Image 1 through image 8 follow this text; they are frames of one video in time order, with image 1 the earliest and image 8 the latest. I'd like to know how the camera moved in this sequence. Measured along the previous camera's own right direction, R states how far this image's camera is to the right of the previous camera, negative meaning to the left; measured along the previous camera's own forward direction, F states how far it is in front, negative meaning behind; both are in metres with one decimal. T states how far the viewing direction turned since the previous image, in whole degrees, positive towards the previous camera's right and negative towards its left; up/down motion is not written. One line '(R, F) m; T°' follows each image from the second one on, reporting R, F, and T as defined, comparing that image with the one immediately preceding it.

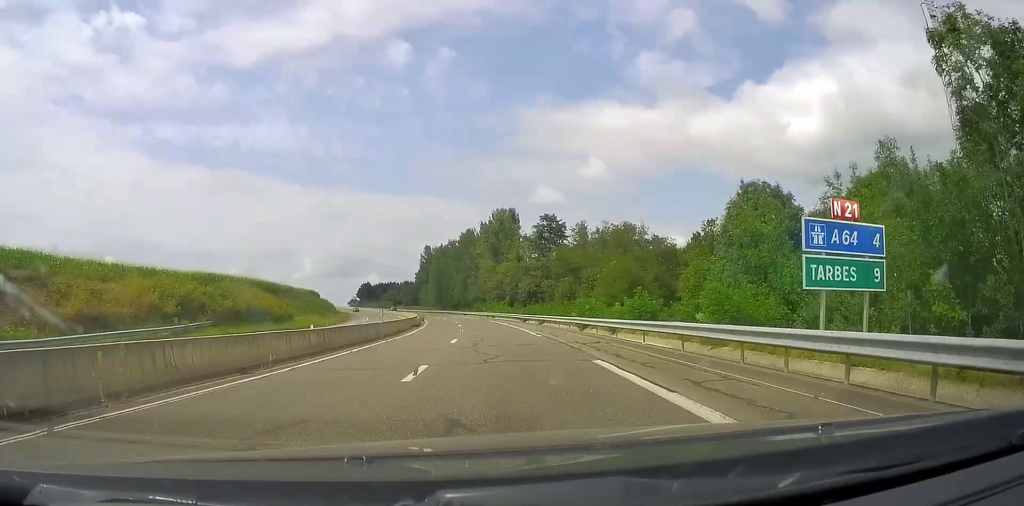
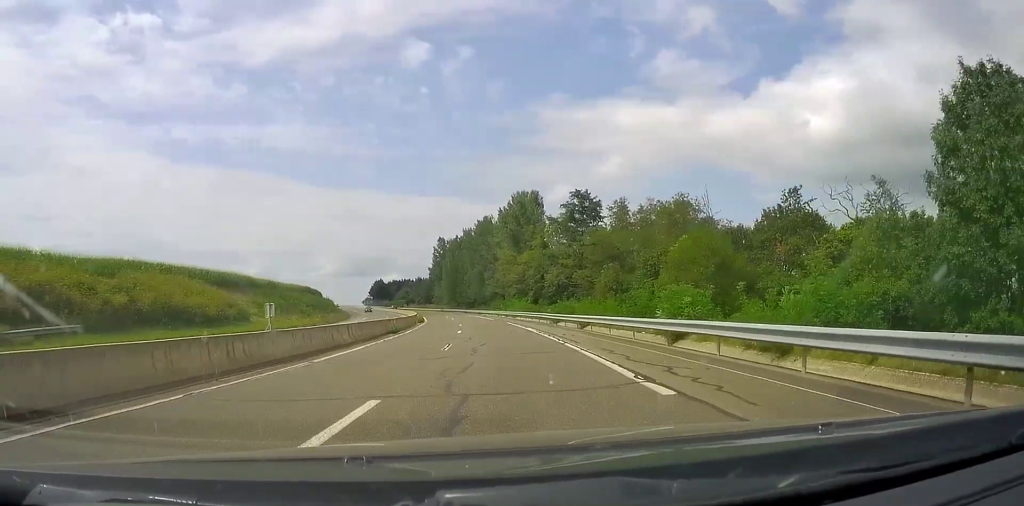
(0.0, +18.0) m; -1°
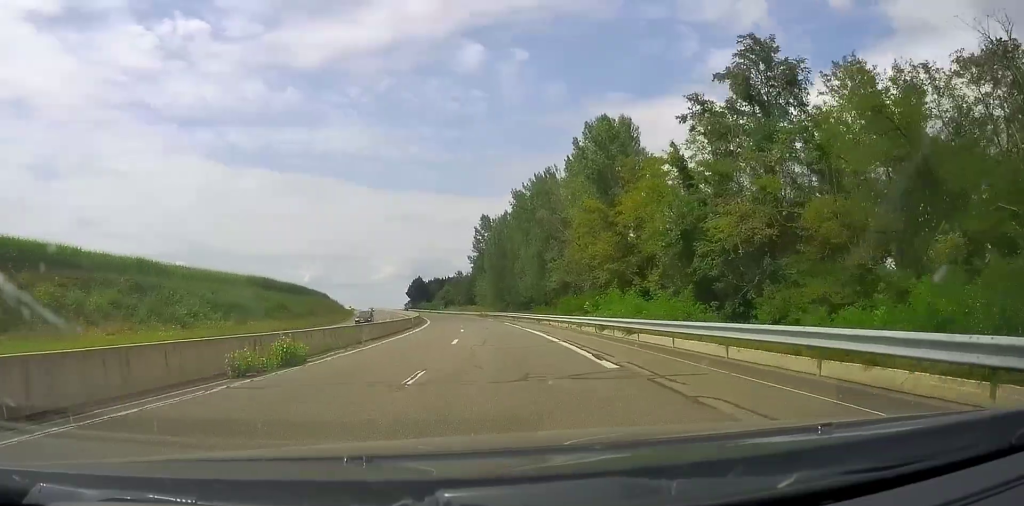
(-1.8, +47.3) m; -5°
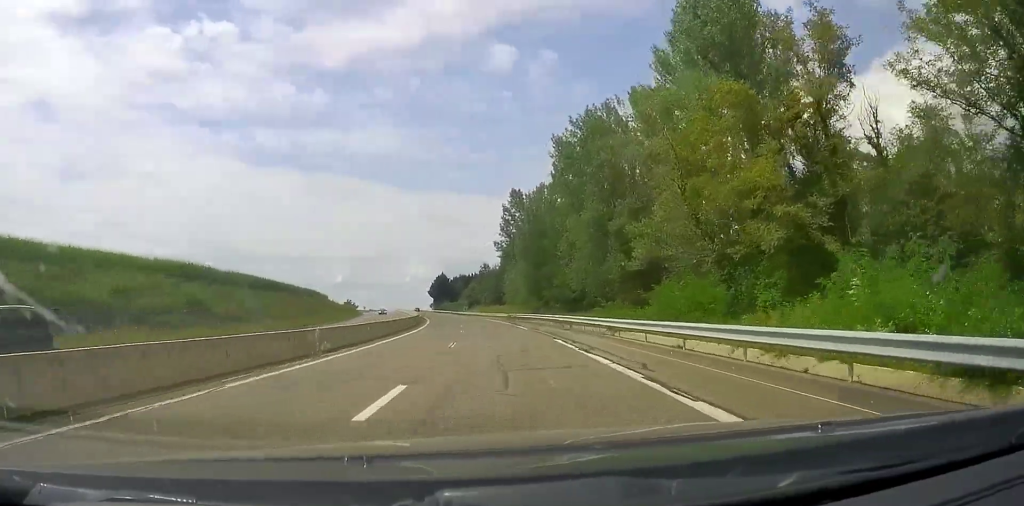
(-0.8, +29.3) m; -4°
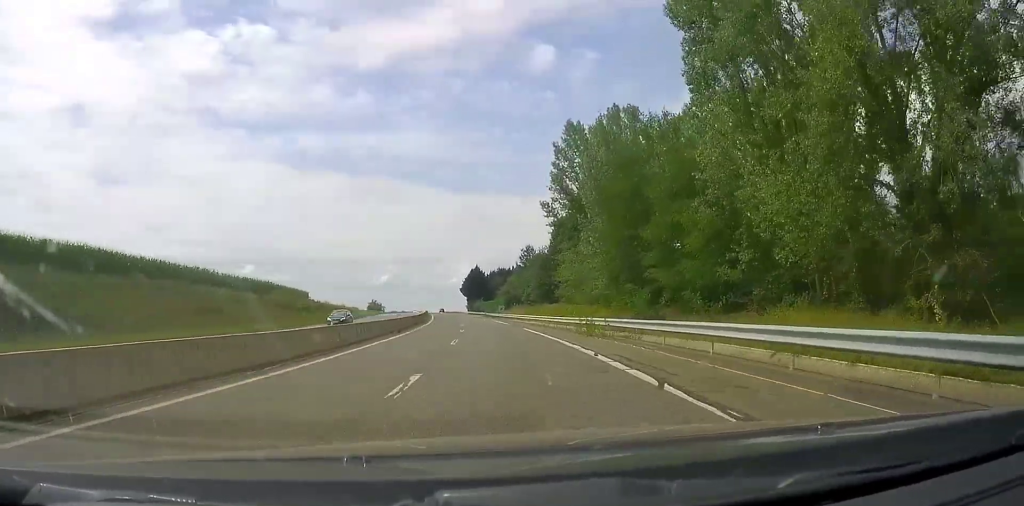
(-1.5, +39.6) m; -3°
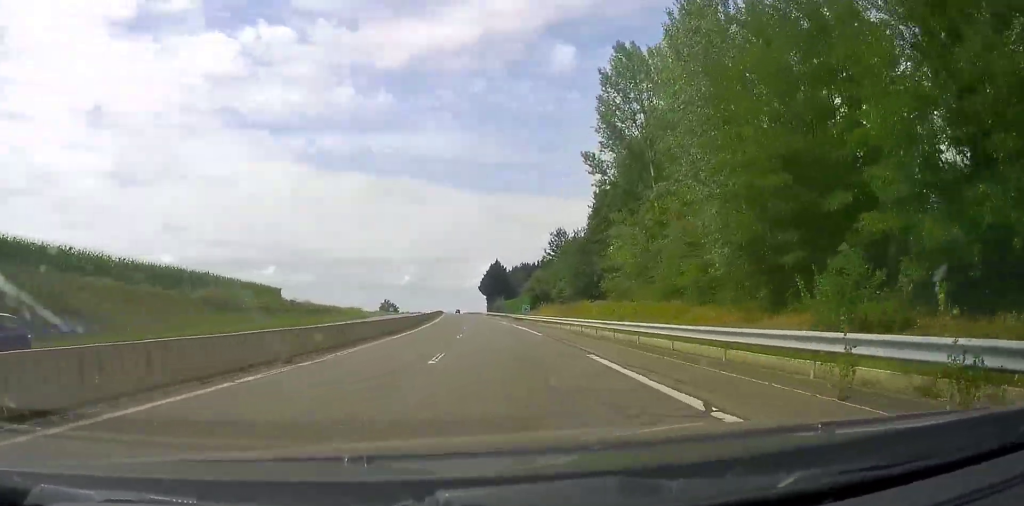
(0.0, +22.5) m; -2°
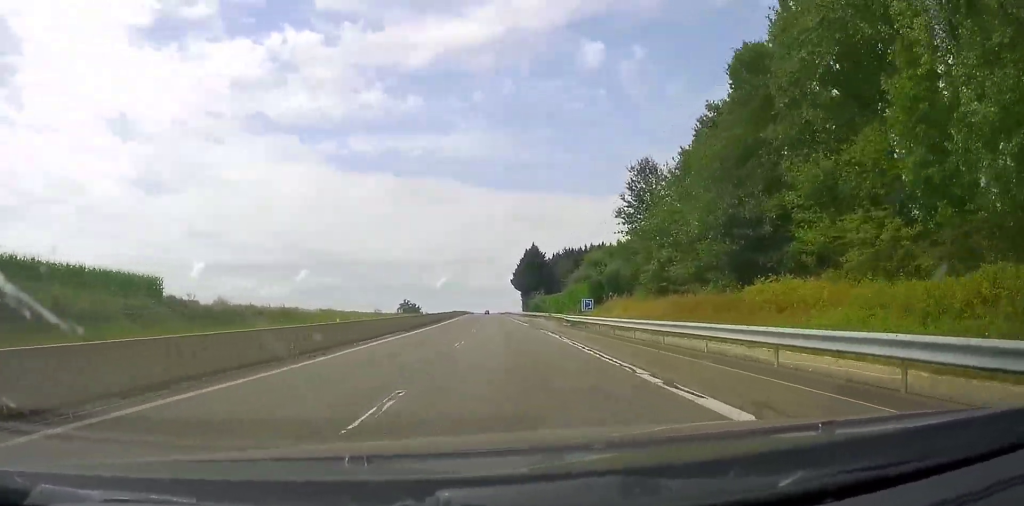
(-1.3, +38.7) m; -4°
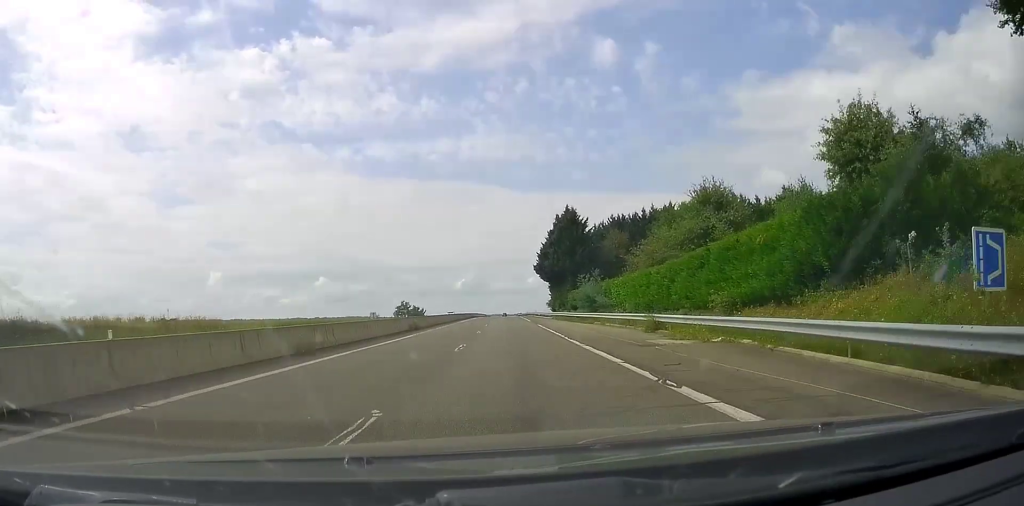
(-1.6, +49.4) m; -3°
